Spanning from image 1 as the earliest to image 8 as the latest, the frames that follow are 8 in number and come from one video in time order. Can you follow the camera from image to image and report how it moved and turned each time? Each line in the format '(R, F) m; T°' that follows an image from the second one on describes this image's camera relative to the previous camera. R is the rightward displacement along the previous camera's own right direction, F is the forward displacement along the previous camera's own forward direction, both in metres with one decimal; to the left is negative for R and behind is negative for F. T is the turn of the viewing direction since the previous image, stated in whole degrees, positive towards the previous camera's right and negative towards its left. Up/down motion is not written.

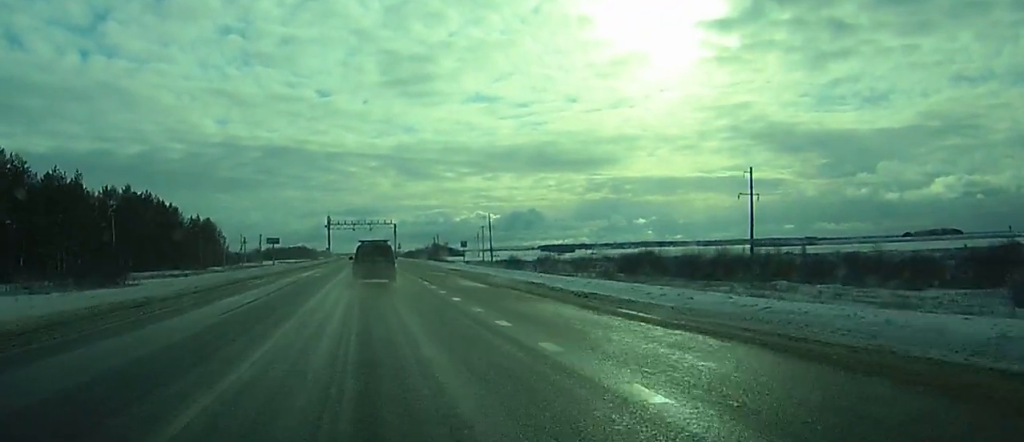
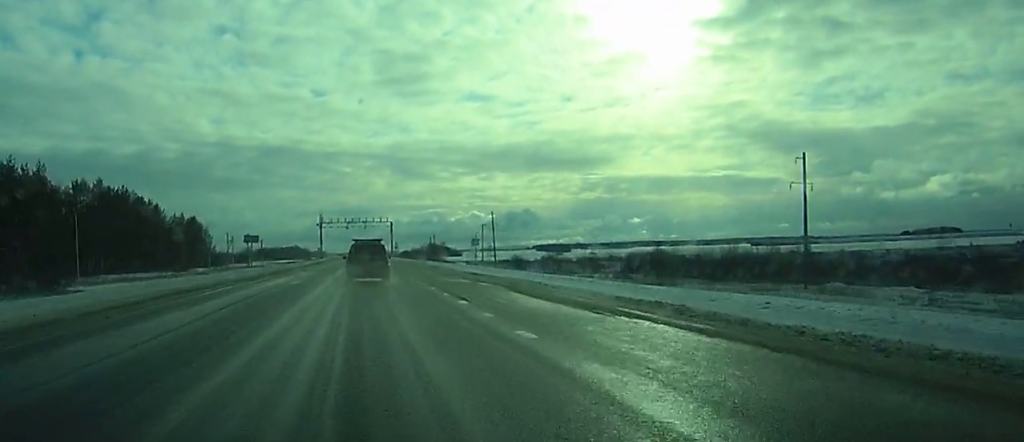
(+0.1, +14.4) m; 0°
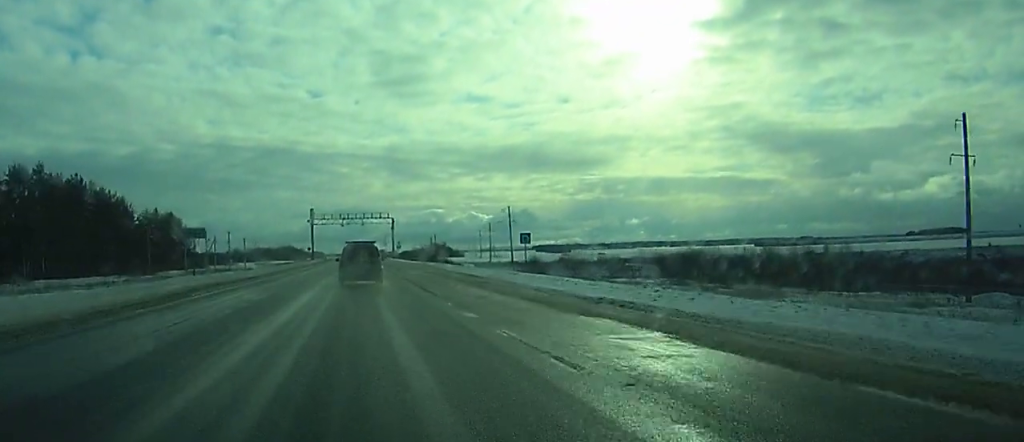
(0.0, +27.0) m; 0°
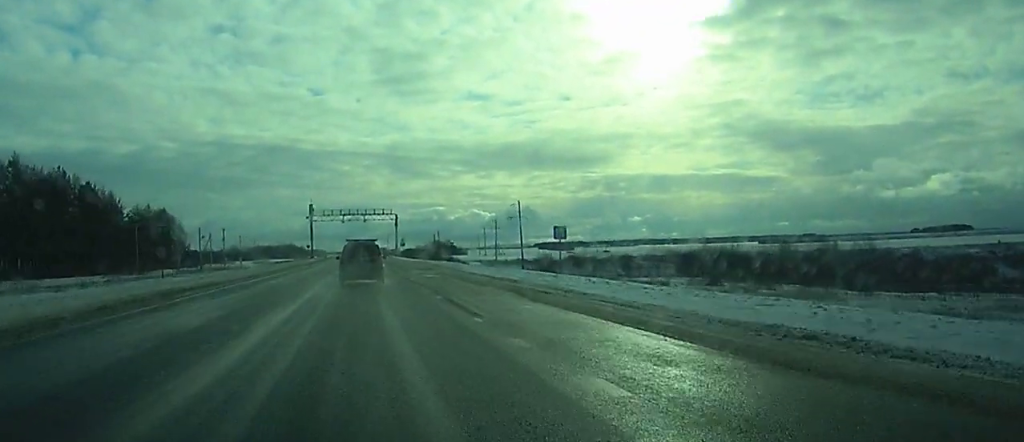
(+0.1, +9.6) m; 0°
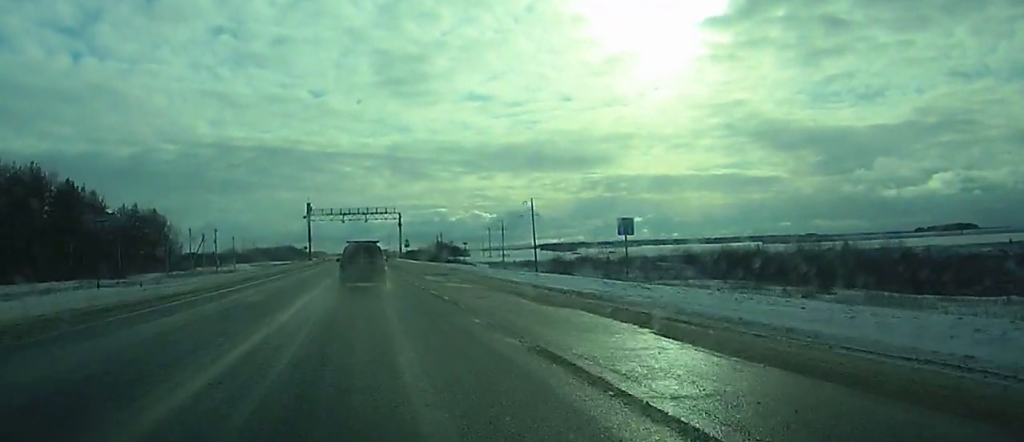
(0.0, +11.8) m; 0°
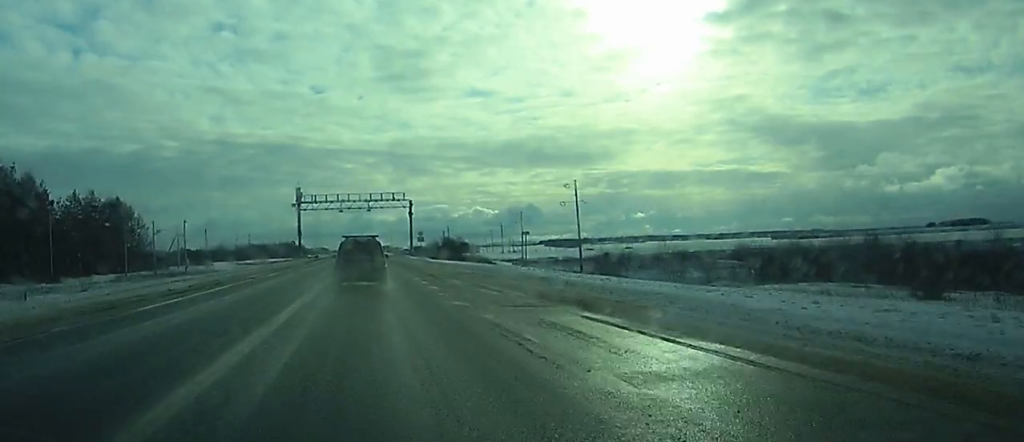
(-0.1, +31.8) m; -1°
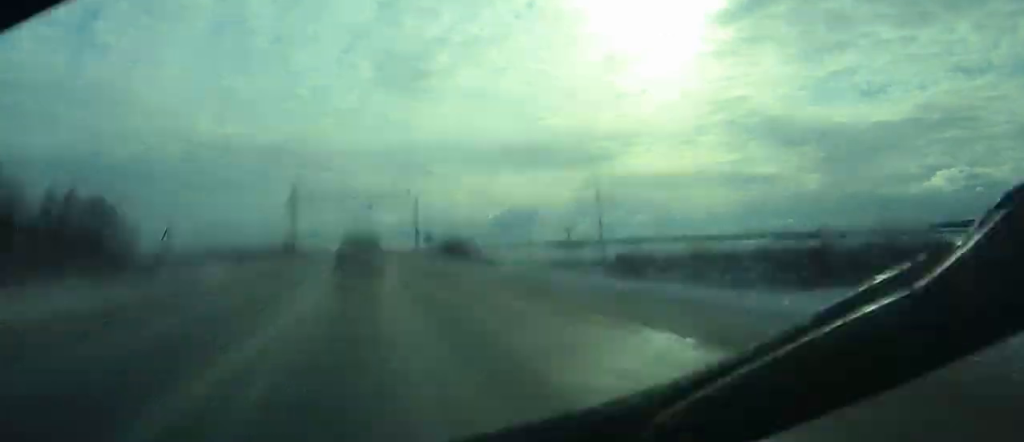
(0.0, +11.8) m; 0°
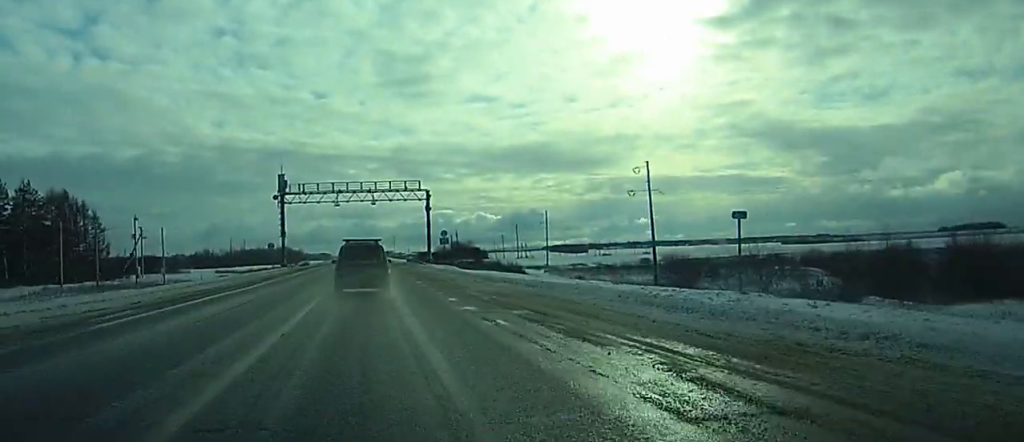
(0.0, +21.0) m; 0°
